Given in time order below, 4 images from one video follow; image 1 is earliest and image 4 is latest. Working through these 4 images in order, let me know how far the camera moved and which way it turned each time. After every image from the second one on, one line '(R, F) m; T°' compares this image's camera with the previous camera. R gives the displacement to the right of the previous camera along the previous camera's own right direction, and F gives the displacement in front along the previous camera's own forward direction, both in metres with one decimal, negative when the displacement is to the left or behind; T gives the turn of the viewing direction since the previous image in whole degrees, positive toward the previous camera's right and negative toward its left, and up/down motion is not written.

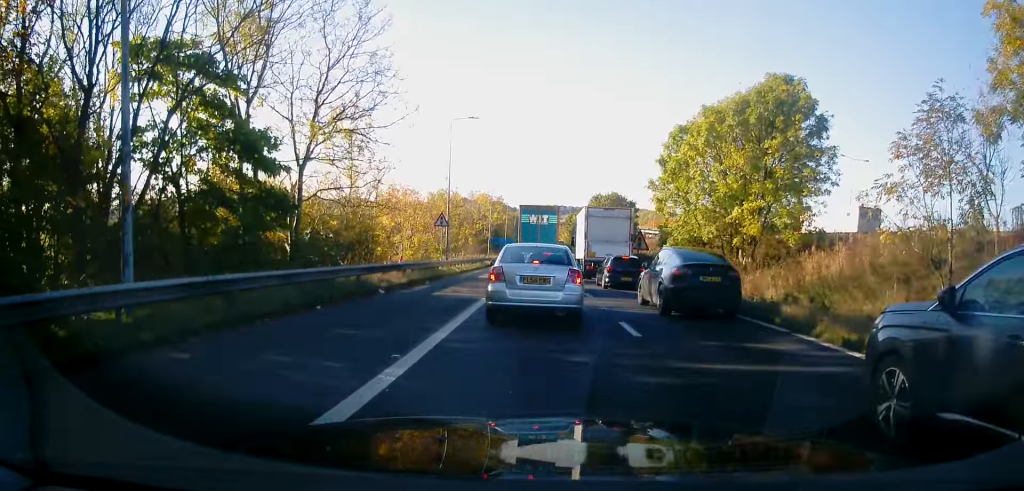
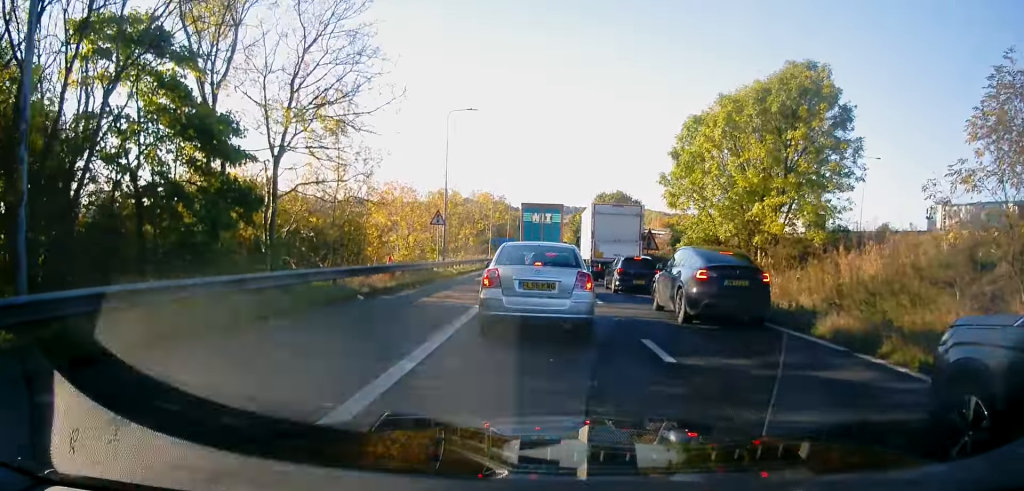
(+0.3, +2.1) m; 0°
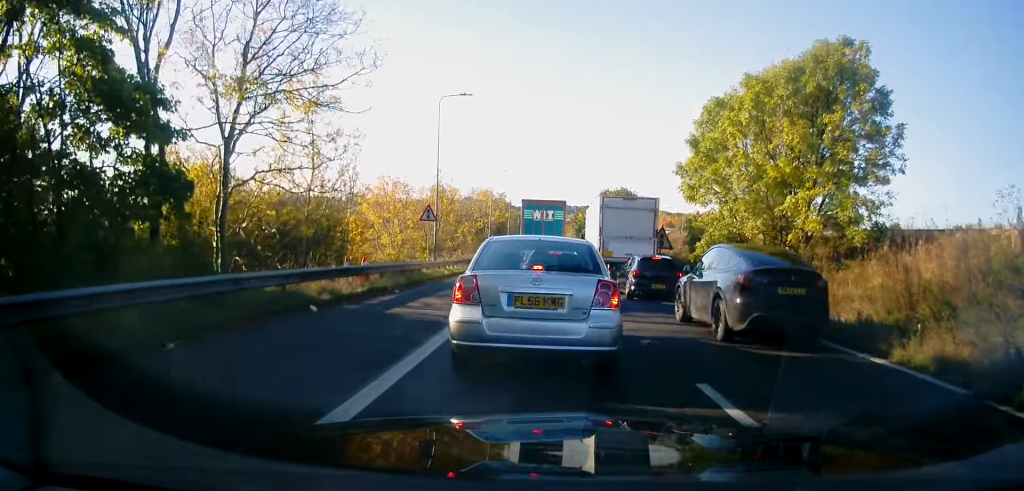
(-0.4, +2.4) m; 0°
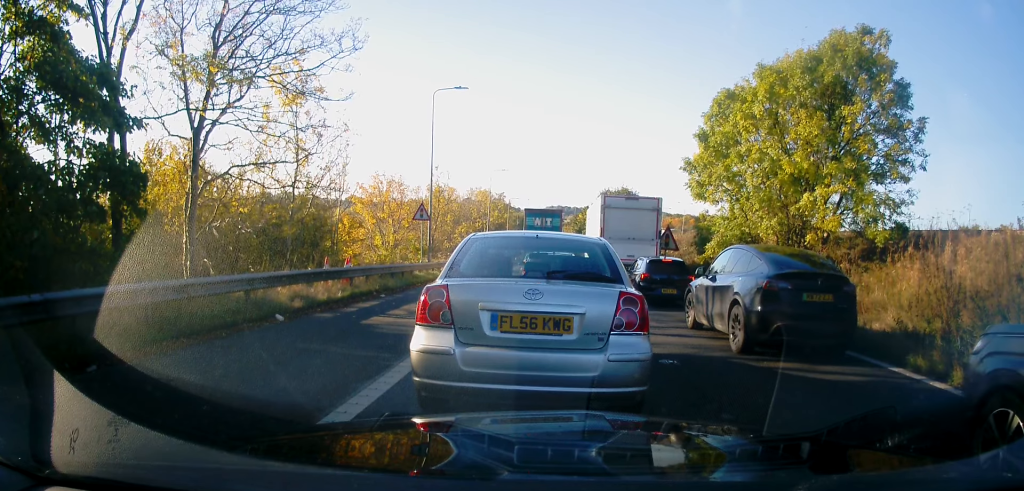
(+0.5, +0.8) m; 0°
